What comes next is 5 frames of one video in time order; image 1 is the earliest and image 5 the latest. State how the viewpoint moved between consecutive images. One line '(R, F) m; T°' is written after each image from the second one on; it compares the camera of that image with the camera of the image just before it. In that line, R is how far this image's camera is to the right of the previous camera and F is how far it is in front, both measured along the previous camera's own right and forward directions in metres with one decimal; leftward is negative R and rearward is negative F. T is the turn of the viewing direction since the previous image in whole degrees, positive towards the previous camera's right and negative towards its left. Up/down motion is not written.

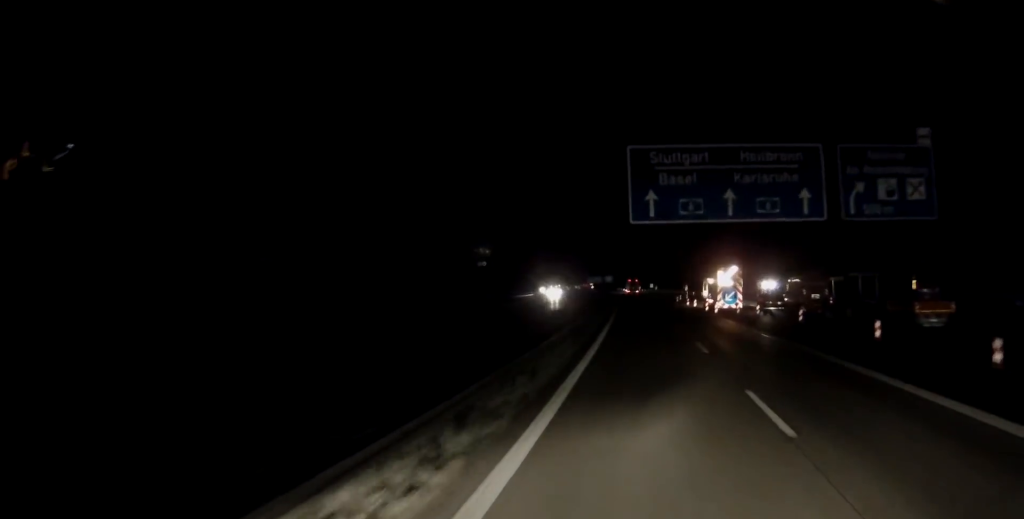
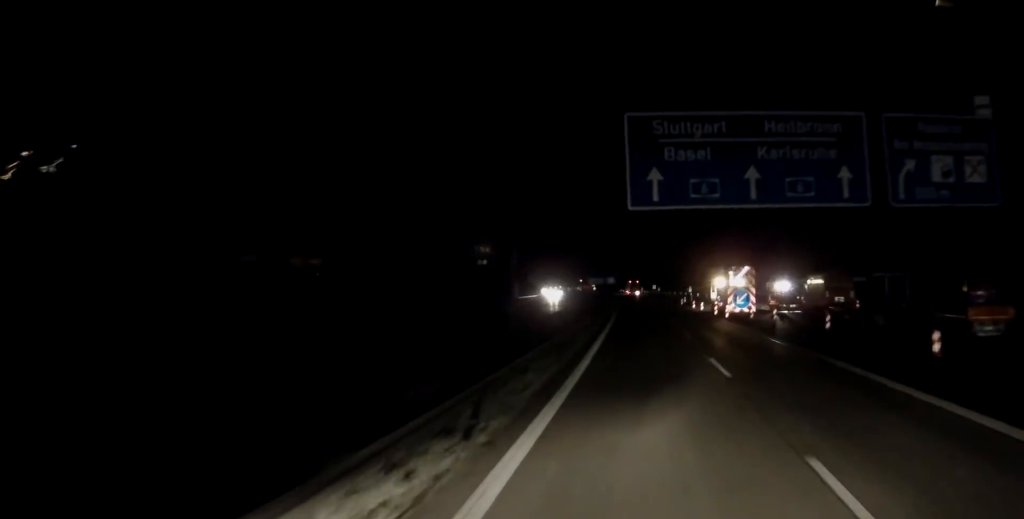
(0.0, +7.9) m; 0°
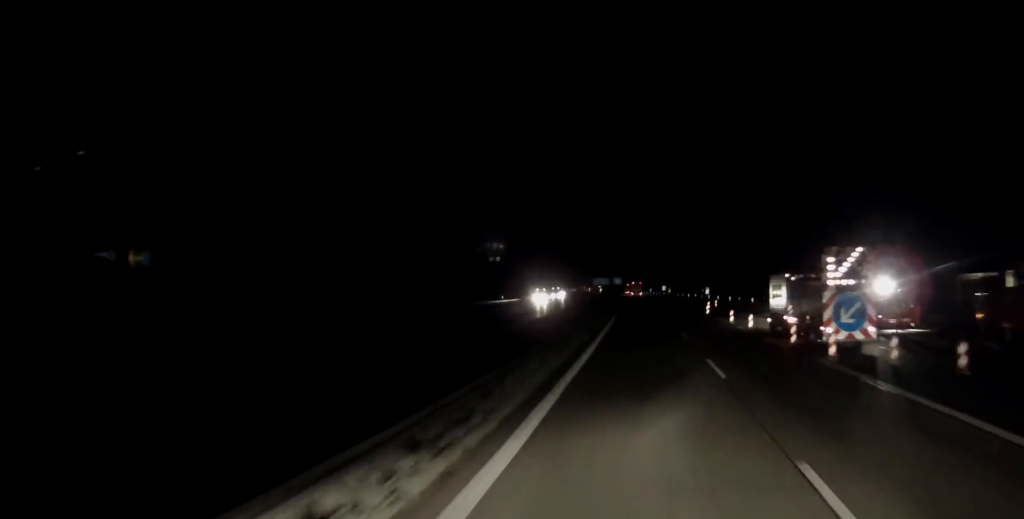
(-0.6, +35.8) m; -1°
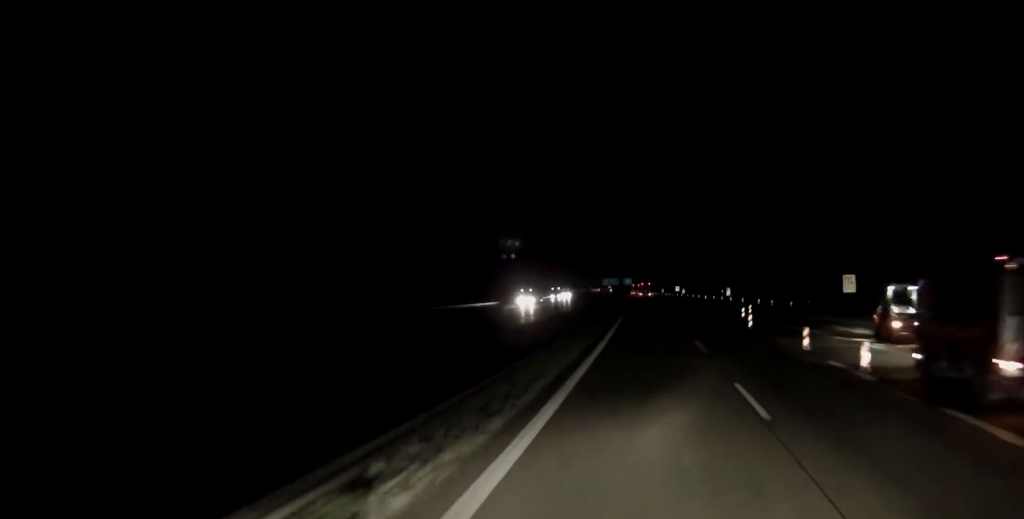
(+0.1, +25.0) m; 0°
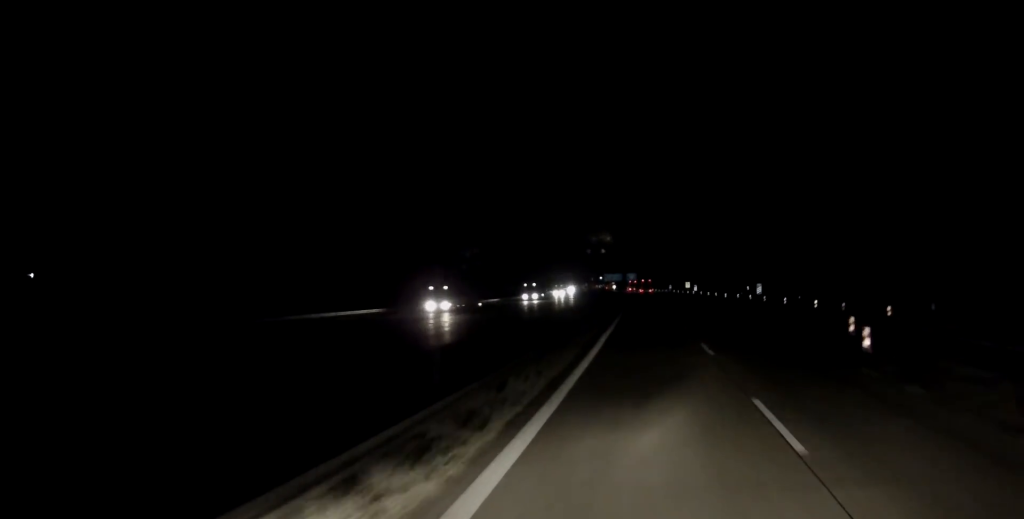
(-0.3, +35.3) m; 0°
